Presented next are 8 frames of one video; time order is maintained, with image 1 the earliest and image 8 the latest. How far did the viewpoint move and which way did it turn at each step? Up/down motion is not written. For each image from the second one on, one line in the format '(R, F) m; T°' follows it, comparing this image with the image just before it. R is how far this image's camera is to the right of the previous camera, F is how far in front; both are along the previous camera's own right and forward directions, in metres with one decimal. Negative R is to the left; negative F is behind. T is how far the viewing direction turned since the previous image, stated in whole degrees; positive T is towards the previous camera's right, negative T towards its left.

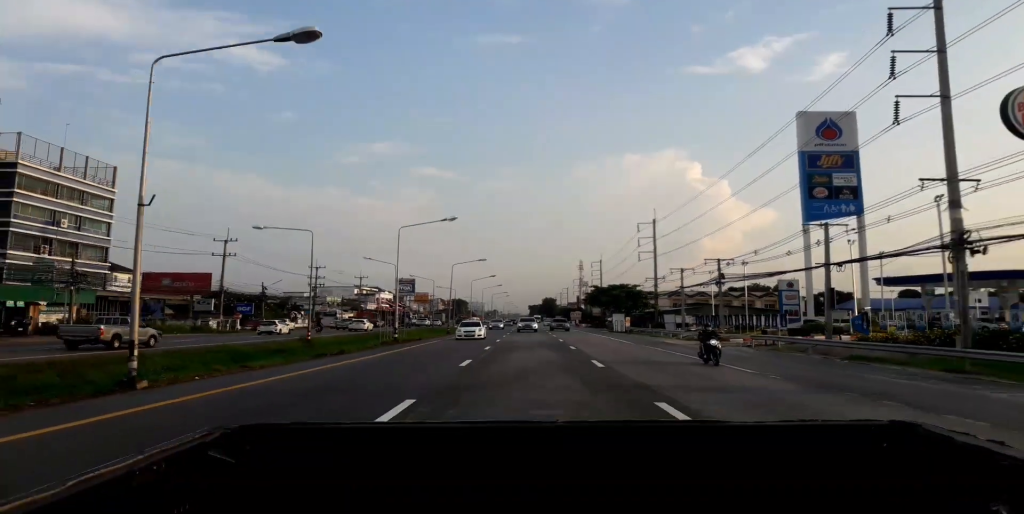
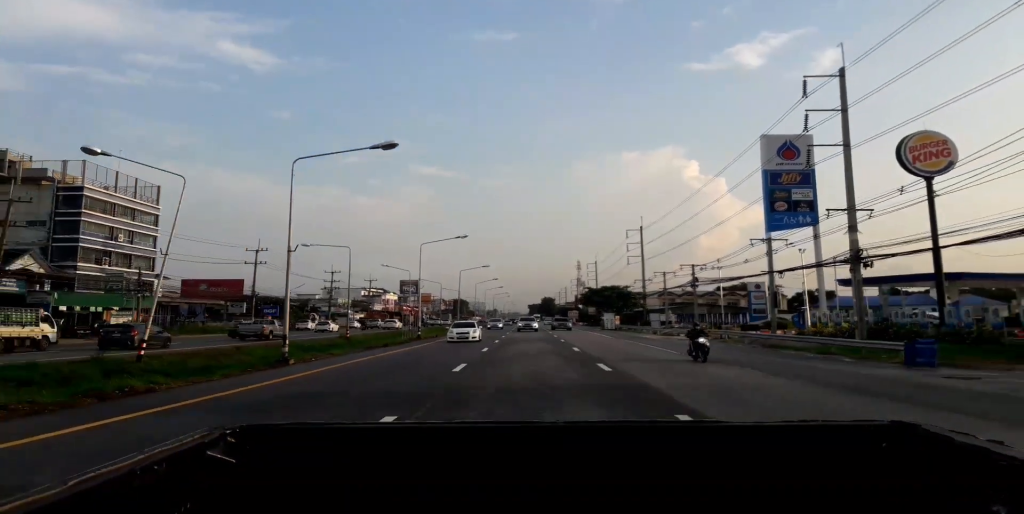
(0.0, +10.5) m; -1°
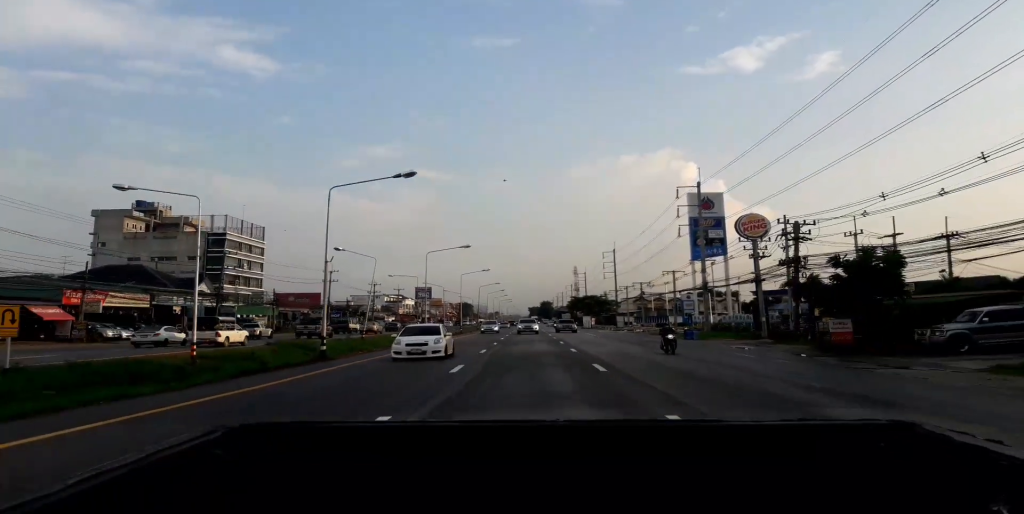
(-0.7, +35.8) m; -1°
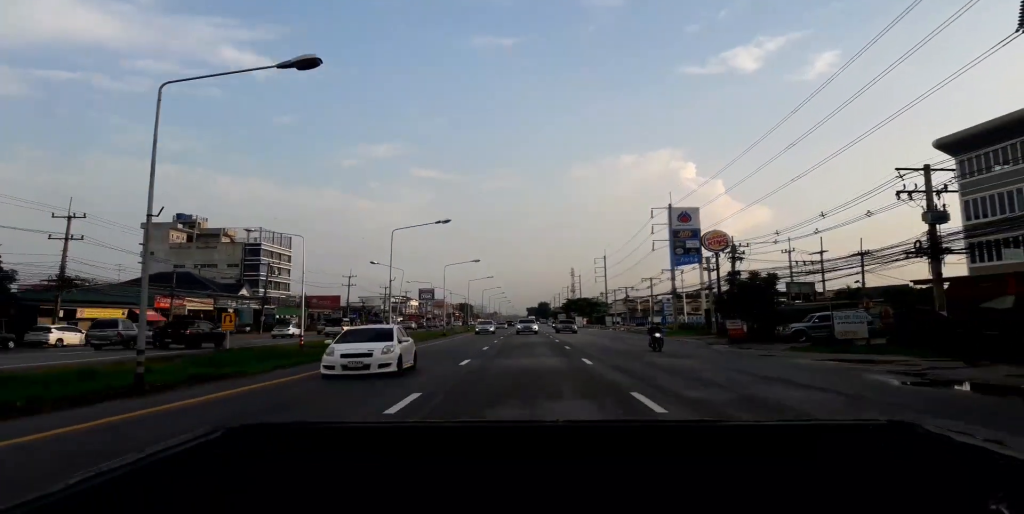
(+0.3, +15.6) m; 0°
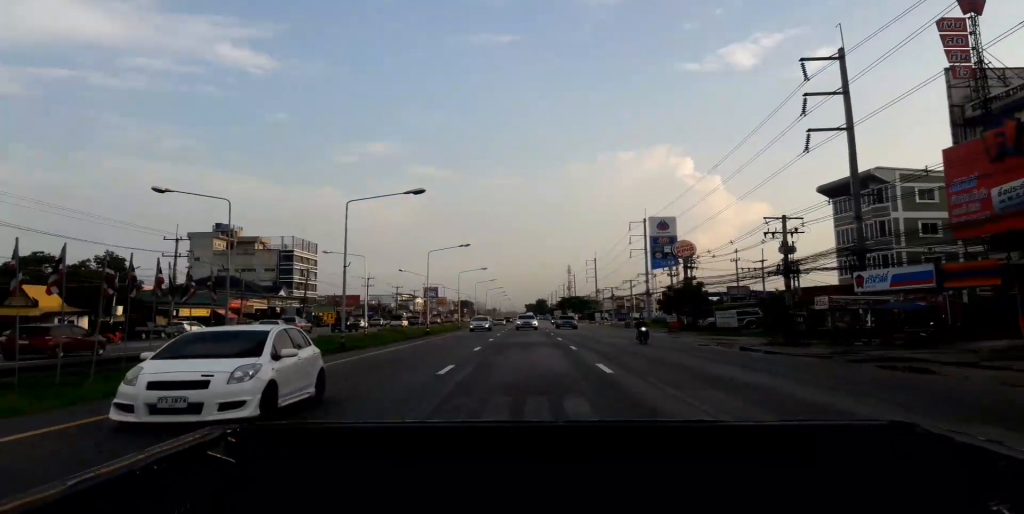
(-0.3, +18.3) m; 0°
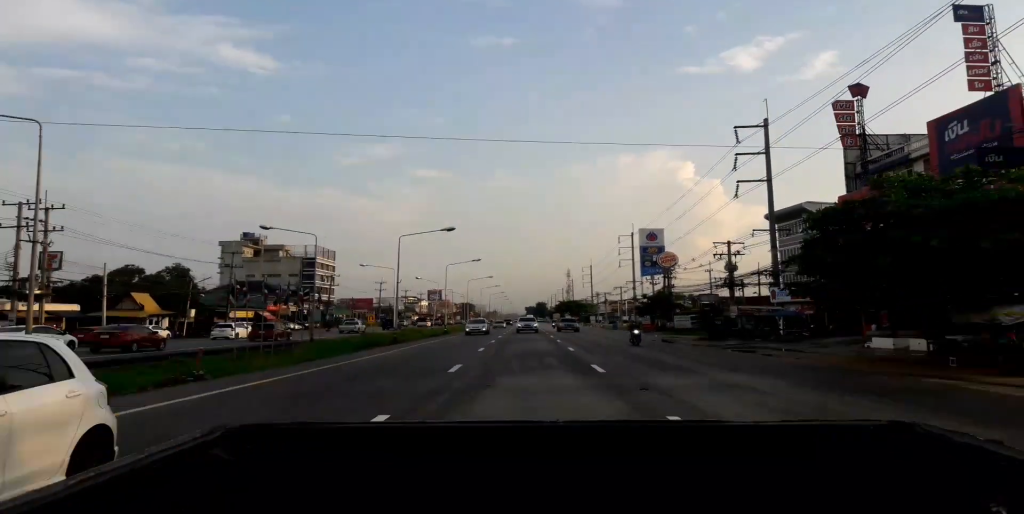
(+0.3, +14.5) m; +1°
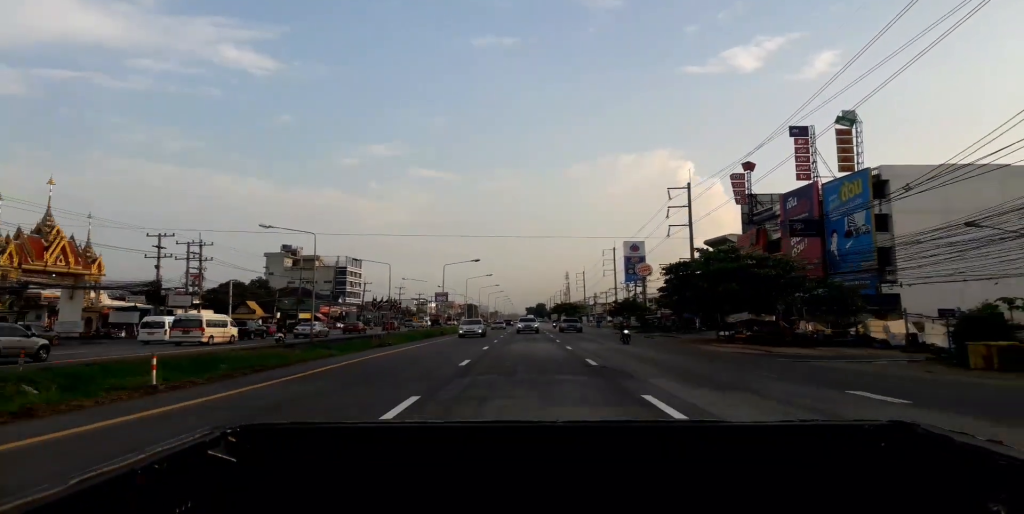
(0.0, +27.0) m; -1°
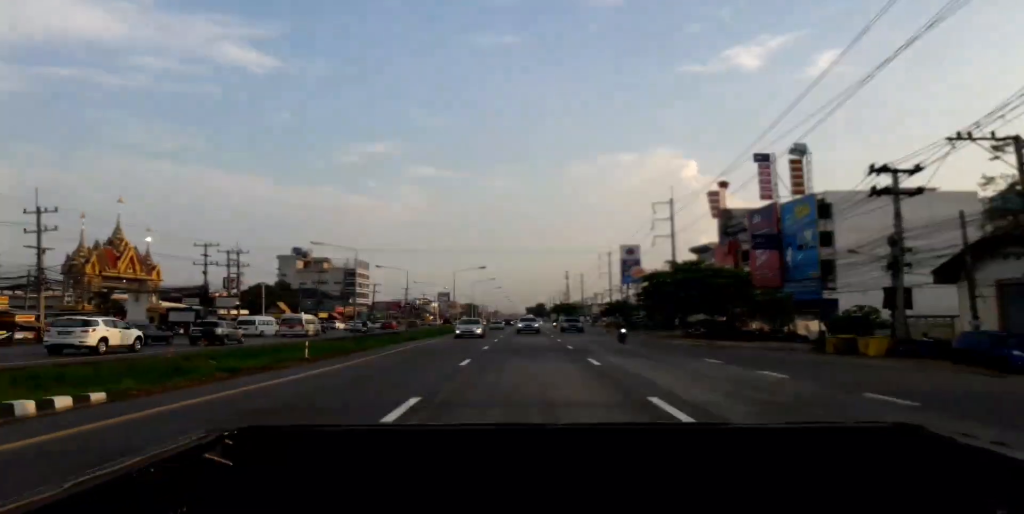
(+0.1, +11.4) m; -1°
